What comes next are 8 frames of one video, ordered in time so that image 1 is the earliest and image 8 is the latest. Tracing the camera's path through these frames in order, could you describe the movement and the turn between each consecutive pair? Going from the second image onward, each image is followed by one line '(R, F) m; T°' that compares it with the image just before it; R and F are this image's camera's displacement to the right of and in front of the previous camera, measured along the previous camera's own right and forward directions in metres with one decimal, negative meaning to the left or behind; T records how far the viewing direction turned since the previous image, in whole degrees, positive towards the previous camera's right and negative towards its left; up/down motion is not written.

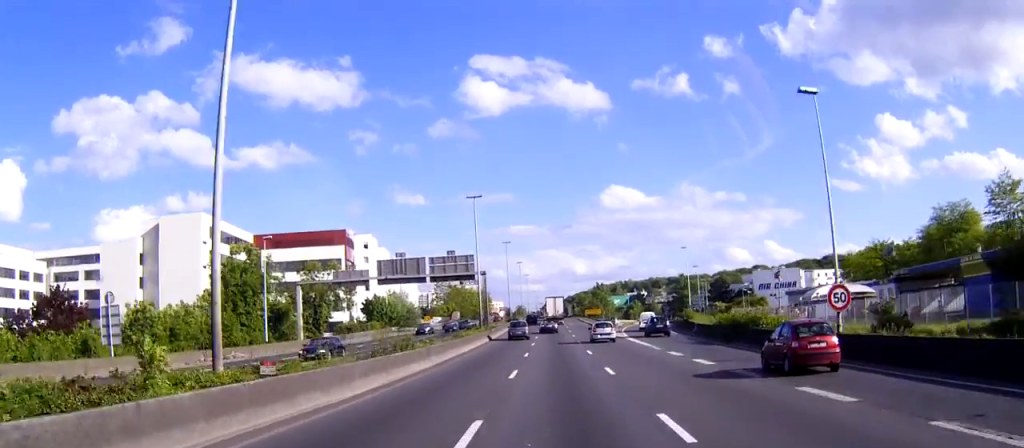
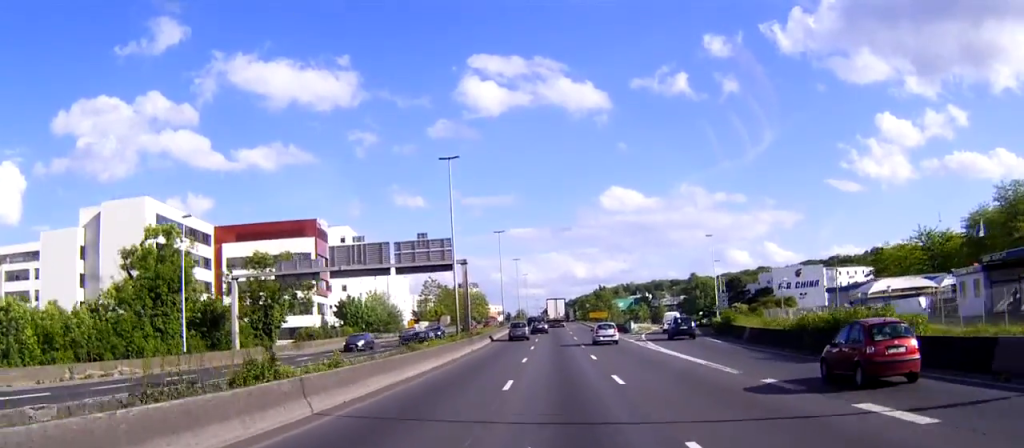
(-0.1, +16.6) m; 0°
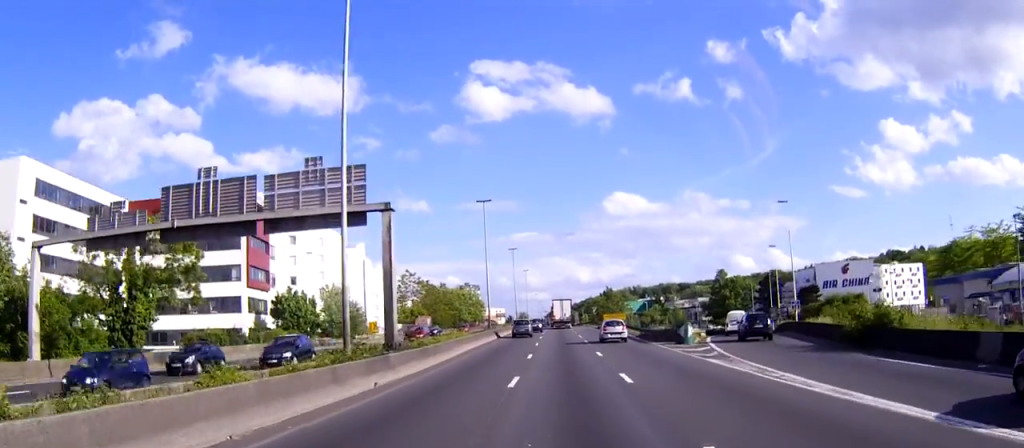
(-0.1, +27.5) m; 0°
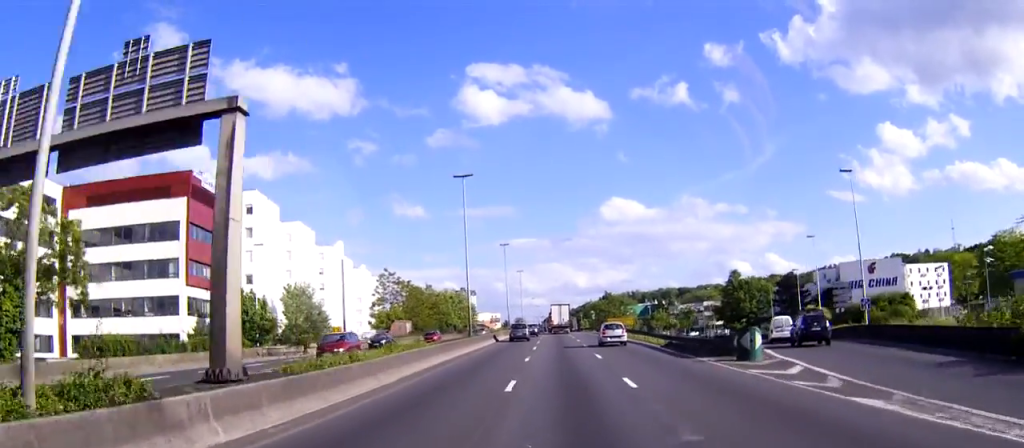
(0.0, +14.5) m; 0°
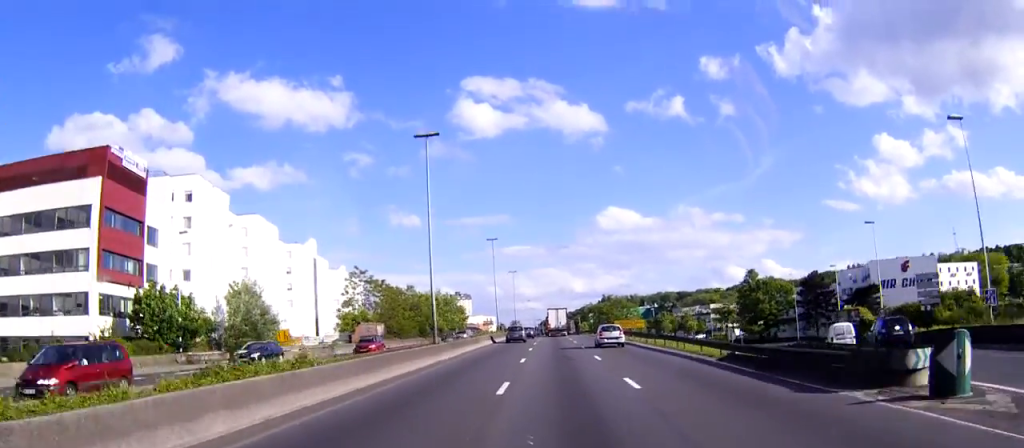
(0.0, +15.3) m; 0°
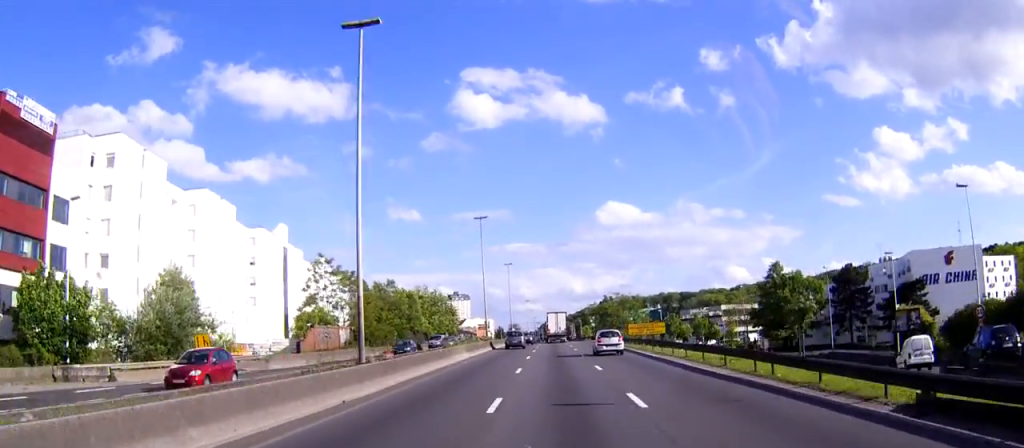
(+0.1, +15.3) m; 0°
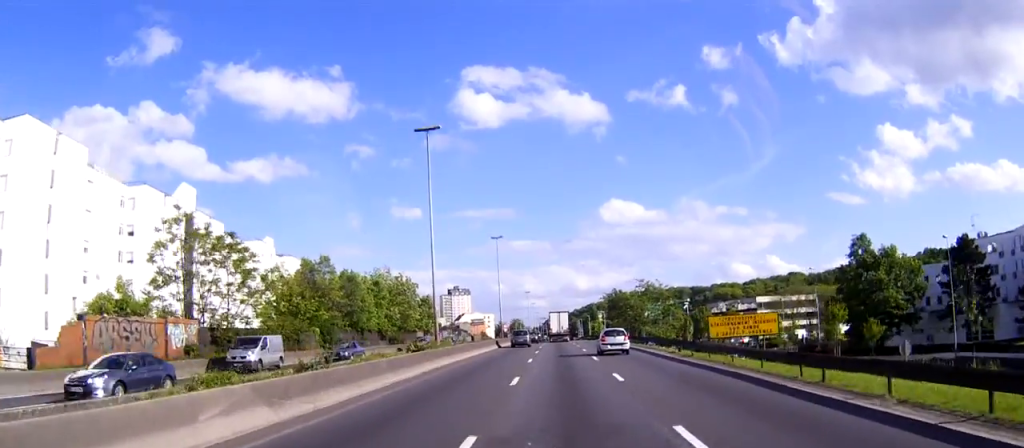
(-0.3, +34.1) m; -1°
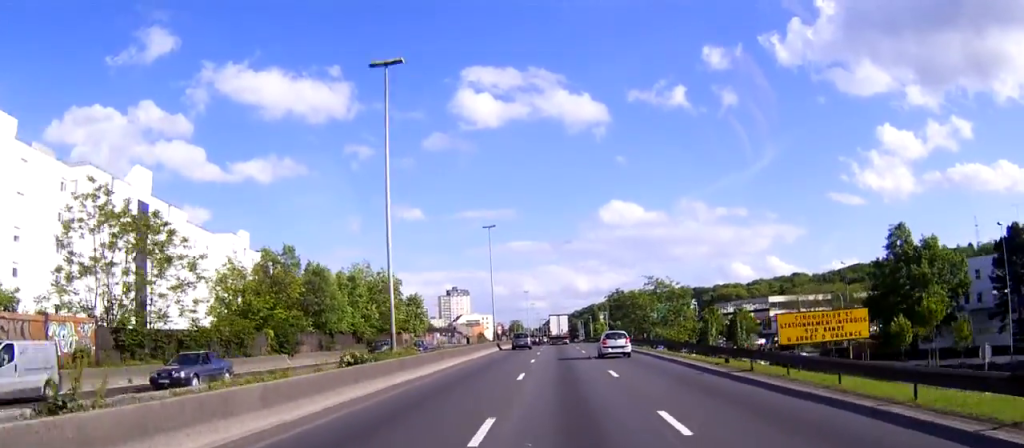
(0.0, +10.9) m; 0°
